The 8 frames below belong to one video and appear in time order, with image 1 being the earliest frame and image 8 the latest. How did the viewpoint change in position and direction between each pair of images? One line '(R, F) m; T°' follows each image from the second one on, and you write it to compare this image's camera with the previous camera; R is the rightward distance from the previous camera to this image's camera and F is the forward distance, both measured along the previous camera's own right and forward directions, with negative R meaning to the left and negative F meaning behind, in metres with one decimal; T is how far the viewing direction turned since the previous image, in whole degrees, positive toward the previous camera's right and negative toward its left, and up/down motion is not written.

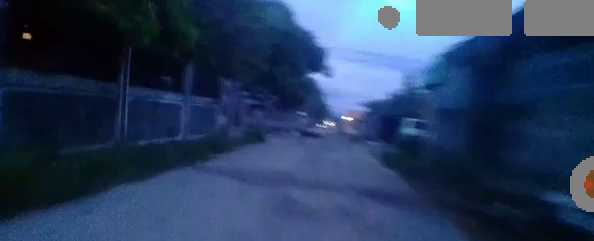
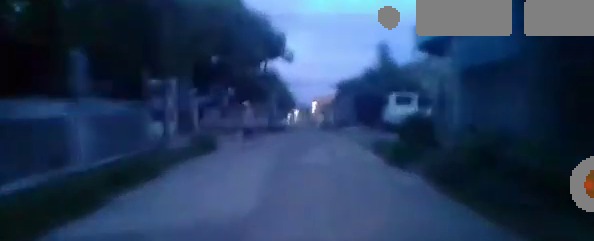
(+0.3, +3.5) m; +8°
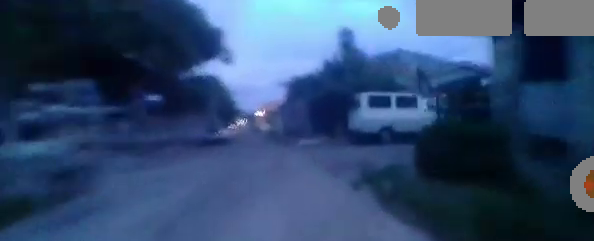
(+0.6, +4.5) m; -5°
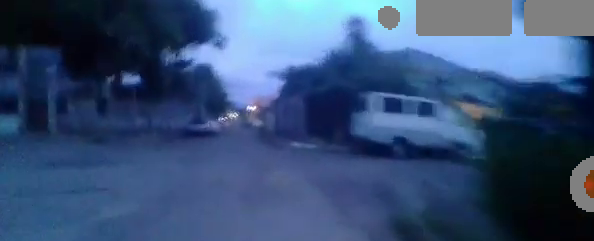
(-0.3, +2.2) m; -11°
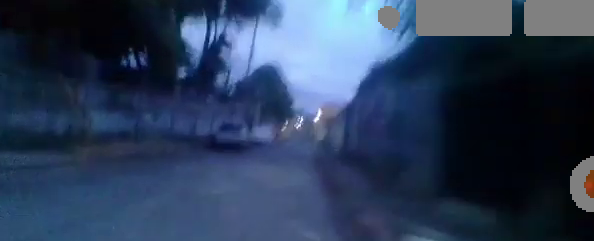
(-2.0, +9.2) m; -11°
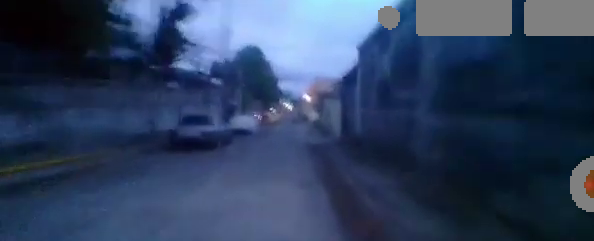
(+0.2, +3.8) m; +3°
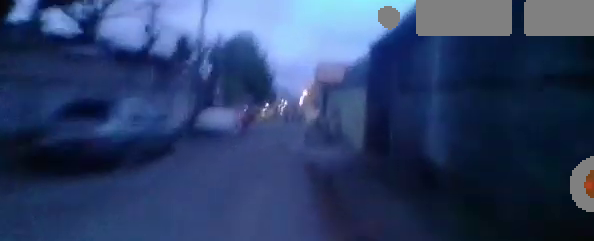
(0.0, +5.9) m; 0°
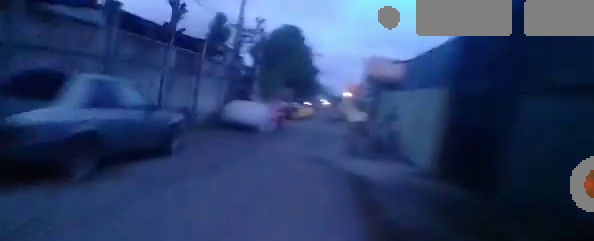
(0.0, +2.5) m; 0°
